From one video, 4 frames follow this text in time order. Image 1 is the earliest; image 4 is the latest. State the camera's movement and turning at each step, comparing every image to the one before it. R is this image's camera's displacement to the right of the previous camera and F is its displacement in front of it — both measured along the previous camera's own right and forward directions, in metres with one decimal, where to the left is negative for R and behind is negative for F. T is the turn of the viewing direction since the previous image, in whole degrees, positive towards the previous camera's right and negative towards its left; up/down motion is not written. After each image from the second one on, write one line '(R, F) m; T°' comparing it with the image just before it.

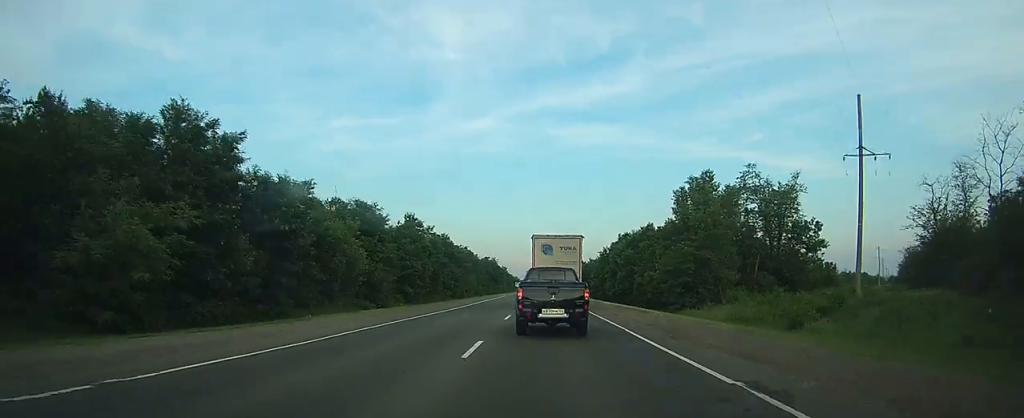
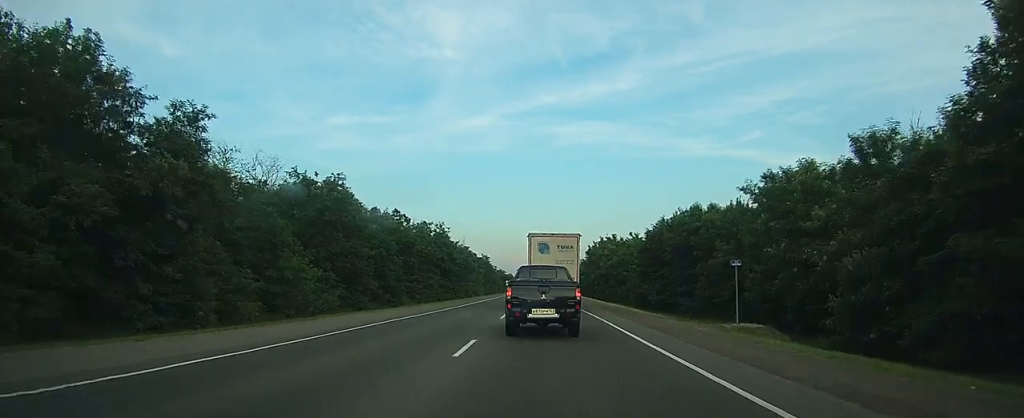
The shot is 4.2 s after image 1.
(+0.2, +95.3) m; +1°
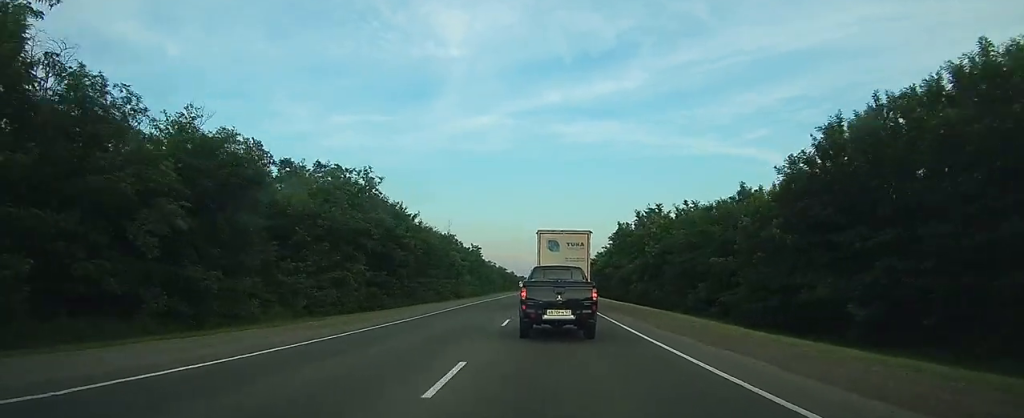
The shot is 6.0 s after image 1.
(0.0, +39.6) m; 0°
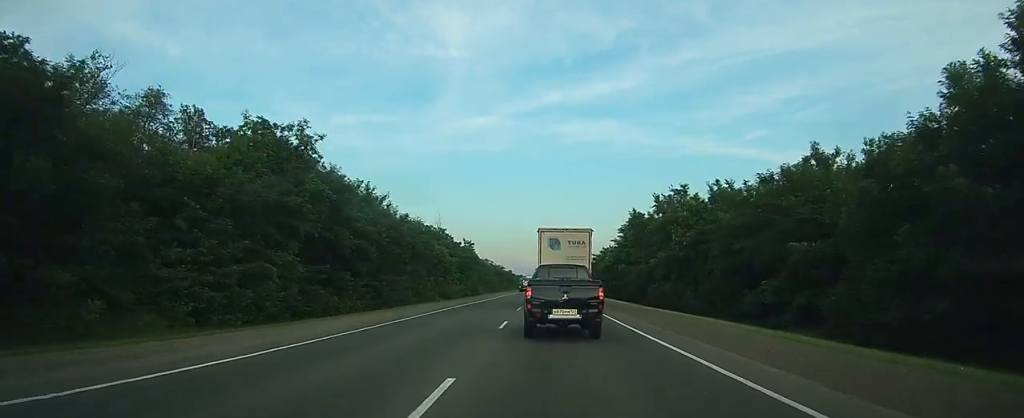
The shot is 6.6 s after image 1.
(0.0, +13.7) m; 0°
